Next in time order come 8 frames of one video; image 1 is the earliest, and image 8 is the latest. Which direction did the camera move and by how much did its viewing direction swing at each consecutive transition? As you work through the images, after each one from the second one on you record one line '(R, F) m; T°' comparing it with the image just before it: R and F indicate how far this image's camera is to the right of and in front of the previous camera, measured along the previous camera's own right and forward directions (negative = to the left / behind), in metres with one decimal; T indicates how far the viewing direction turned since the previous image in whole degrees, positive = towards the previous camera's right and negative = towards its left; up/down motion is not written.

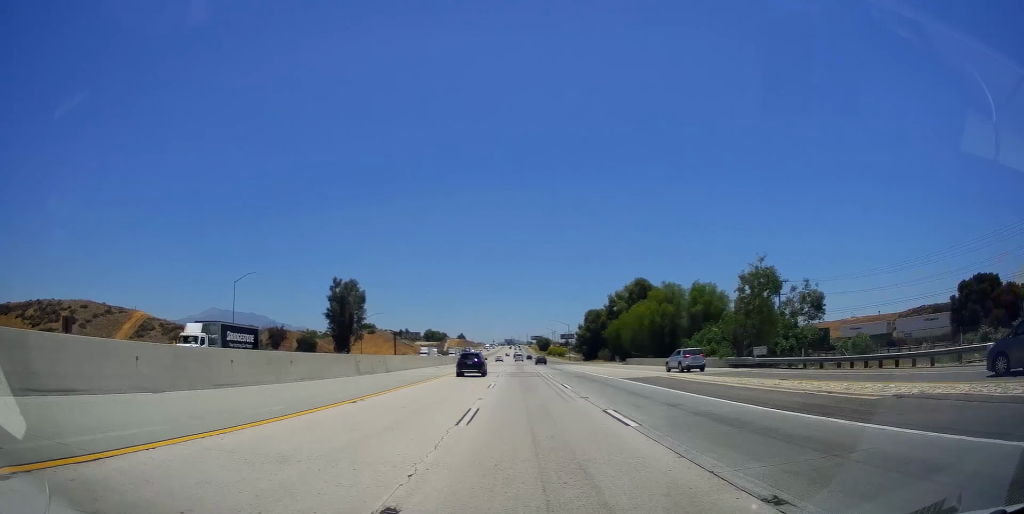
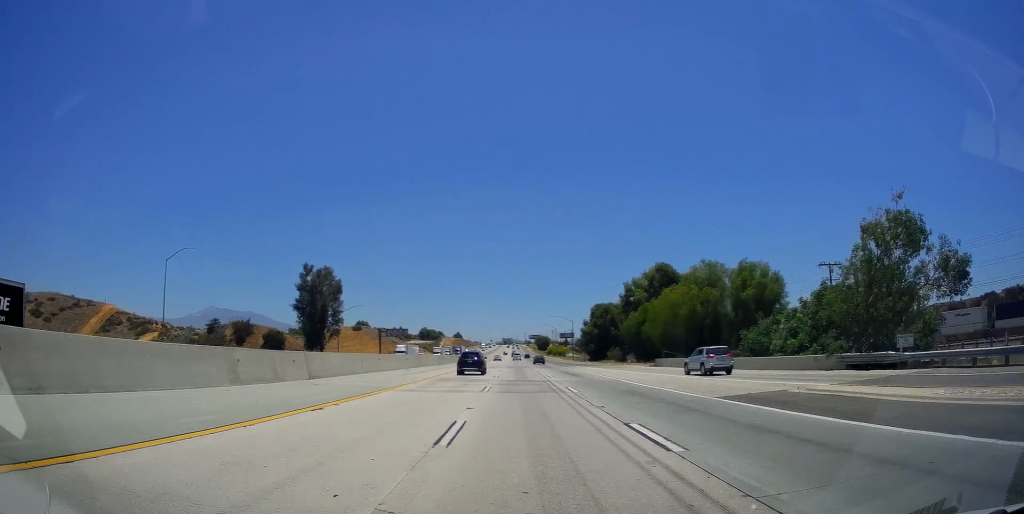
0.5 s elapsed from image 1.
(0.0, +18.6) m; 0°
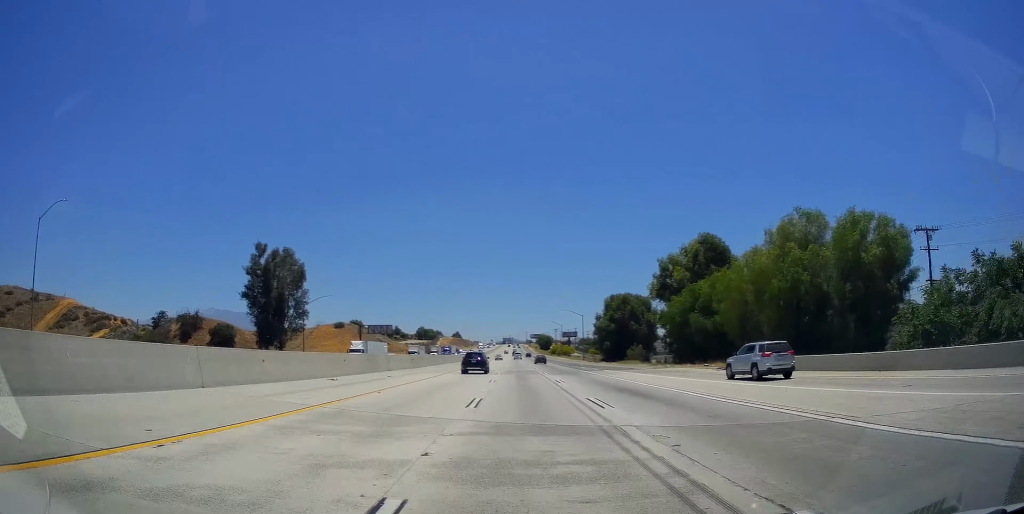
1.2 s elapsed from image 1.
(-0.1, +23.7) m; 0°
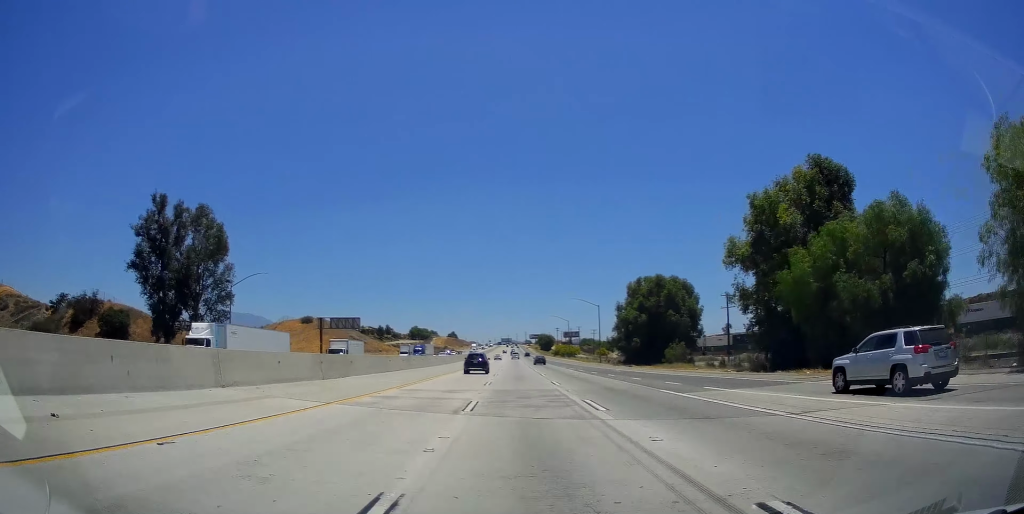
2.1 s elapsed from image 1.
(+0.1, +29.6) m; 0°
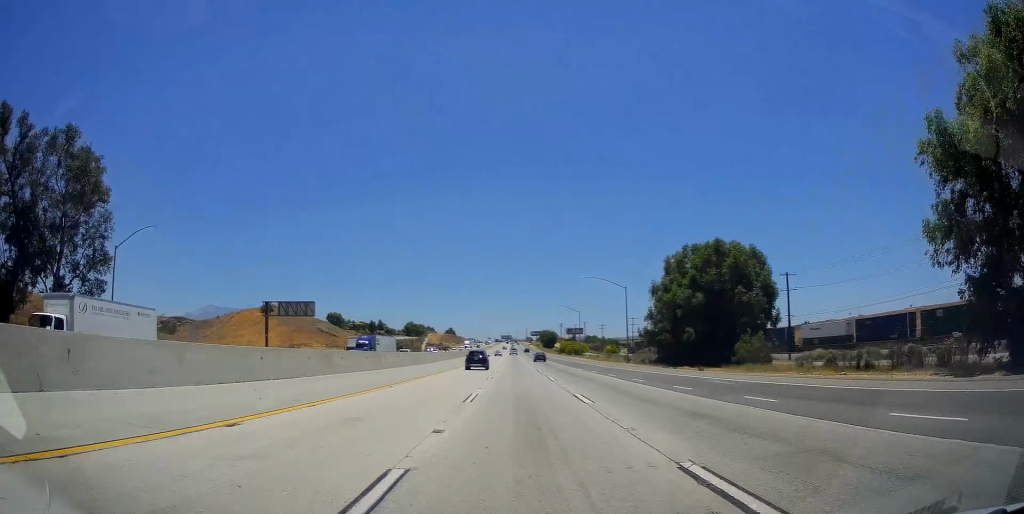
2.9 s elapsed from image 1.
(+0.2, +26.0) m; 0°
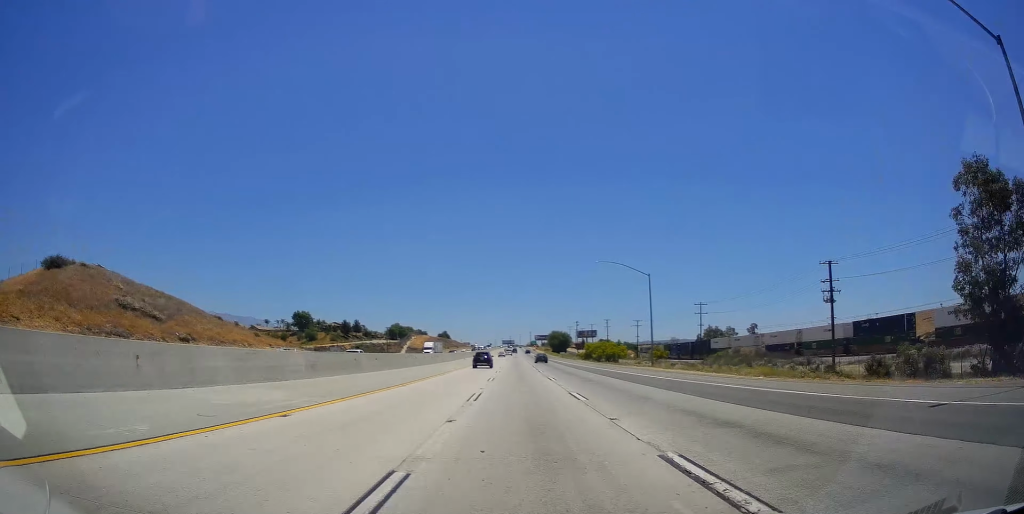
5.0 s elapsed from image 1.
(+0.4, +68.8) m; +1°
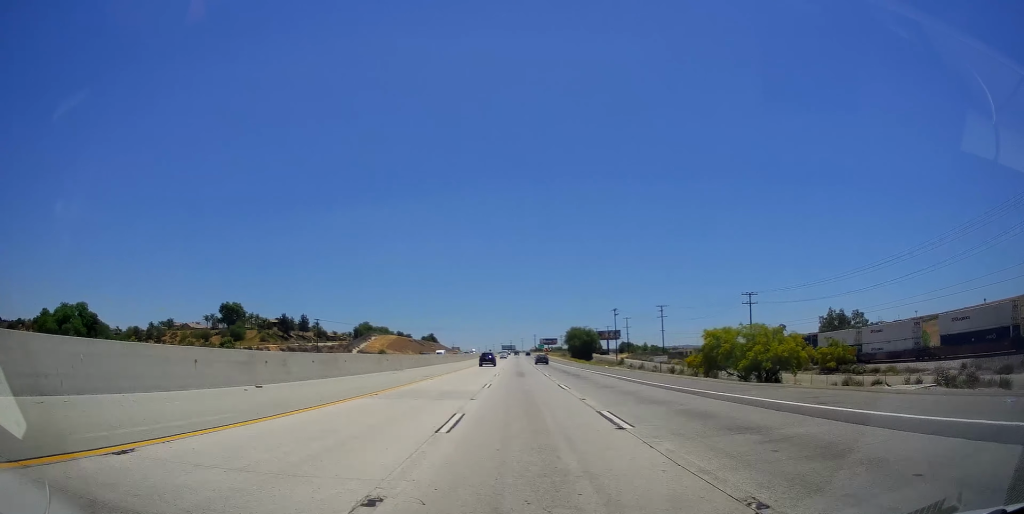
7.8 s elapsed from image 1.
(-1.3, +95.8) m; -1°
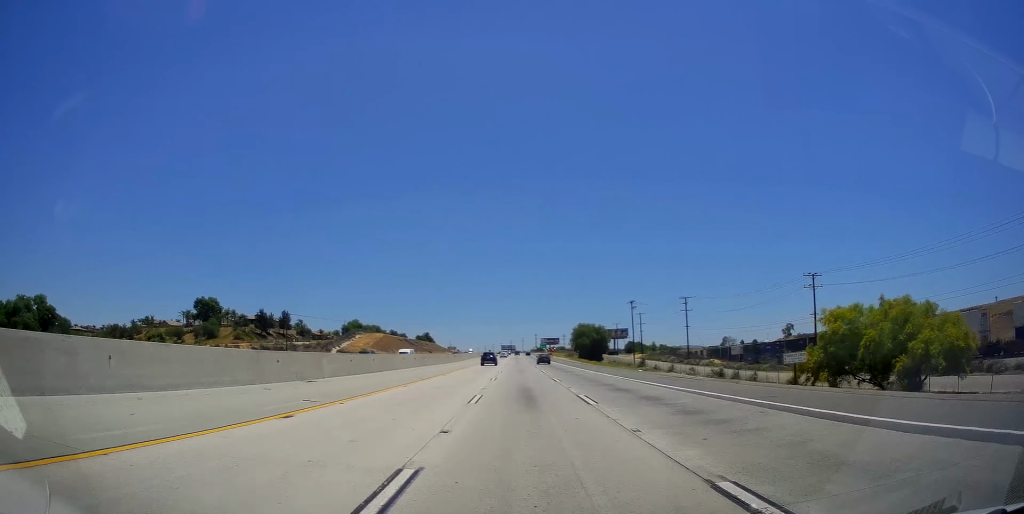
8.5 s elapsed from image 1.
(-0.2, +22.8) m; 0°
